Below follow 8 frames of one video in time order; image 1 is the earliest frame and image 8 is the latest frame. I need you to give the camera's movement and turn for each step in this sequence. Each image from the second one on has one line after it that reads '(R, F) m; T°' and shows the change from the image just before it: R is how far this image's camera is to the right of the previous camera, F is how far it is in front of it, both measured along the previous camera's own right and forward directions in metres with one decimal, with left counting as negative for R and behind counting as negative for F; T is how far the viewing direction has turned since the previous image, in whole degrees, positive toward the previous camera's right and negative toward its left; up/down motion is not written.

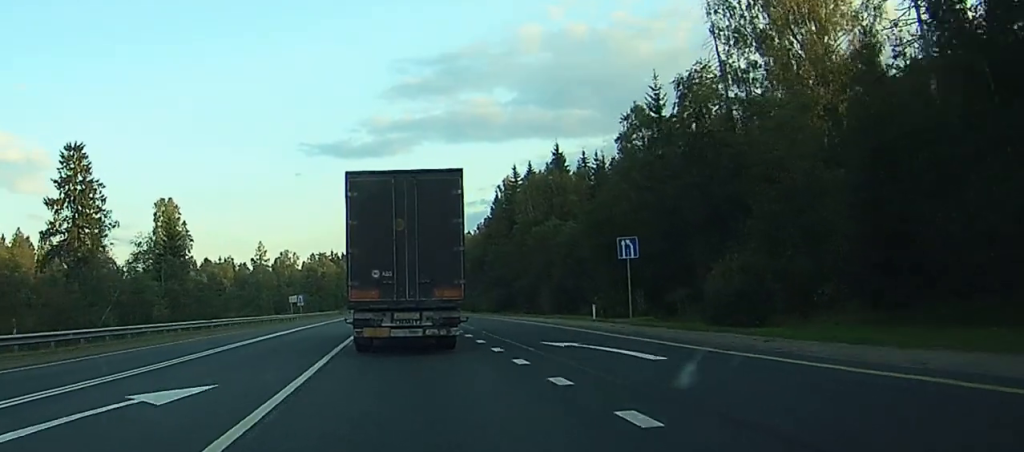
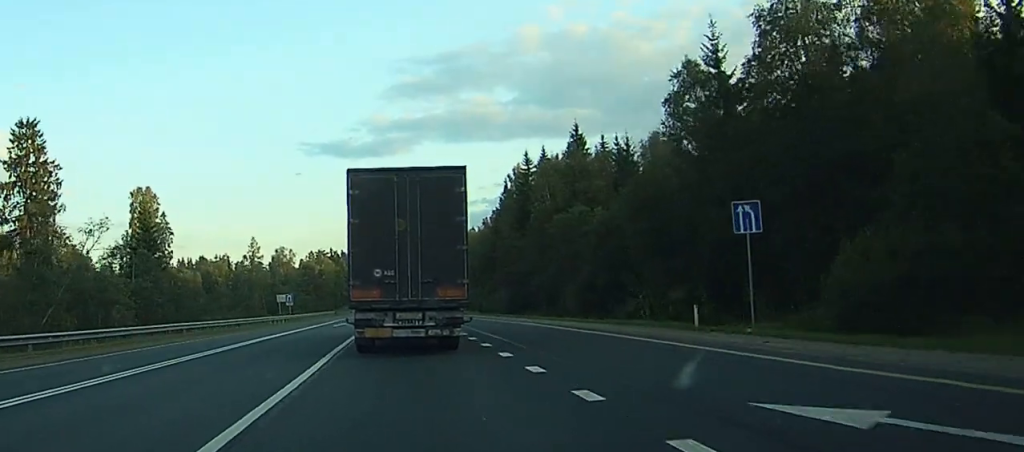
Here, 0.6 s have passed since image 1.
(0.0, +16.5) m; 0°
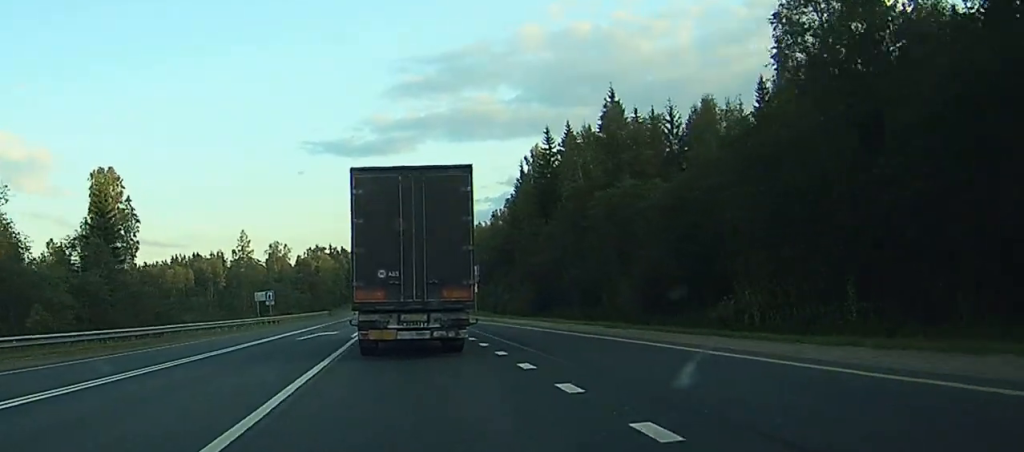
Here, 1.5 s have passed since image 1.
(+0.1, +24.0) m; 0°
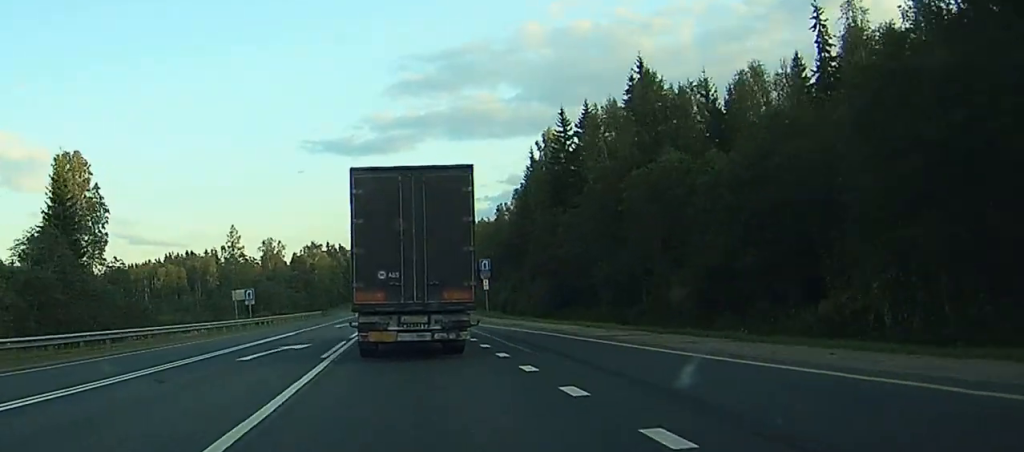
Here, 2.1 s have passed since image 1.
(-0.1, +15.0) m; 0°
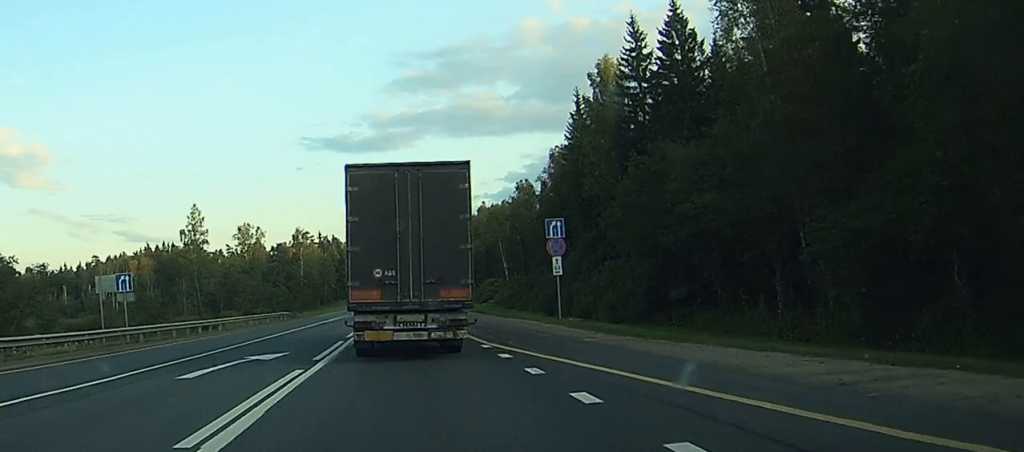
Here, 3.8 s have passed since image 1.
(+0.1, +41.3) m; 0°
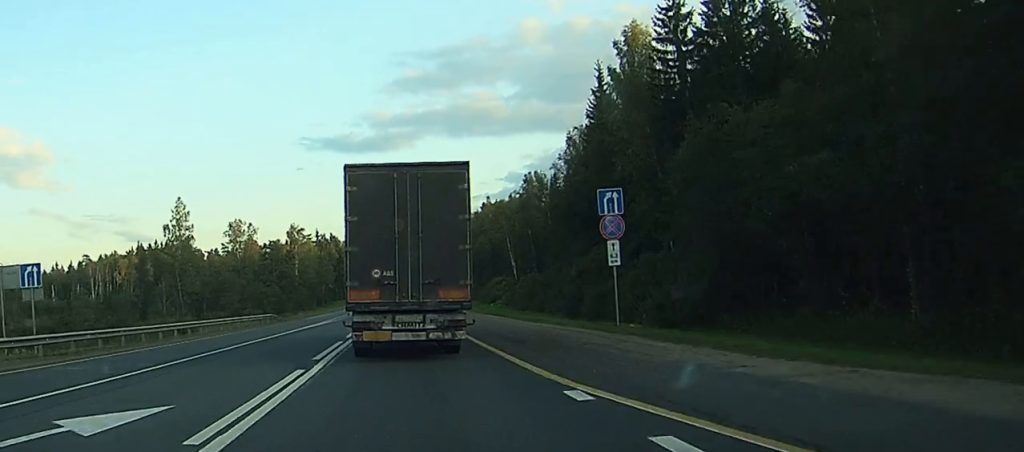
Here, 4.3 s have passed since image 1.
(0.0, +12.1) m; 0°
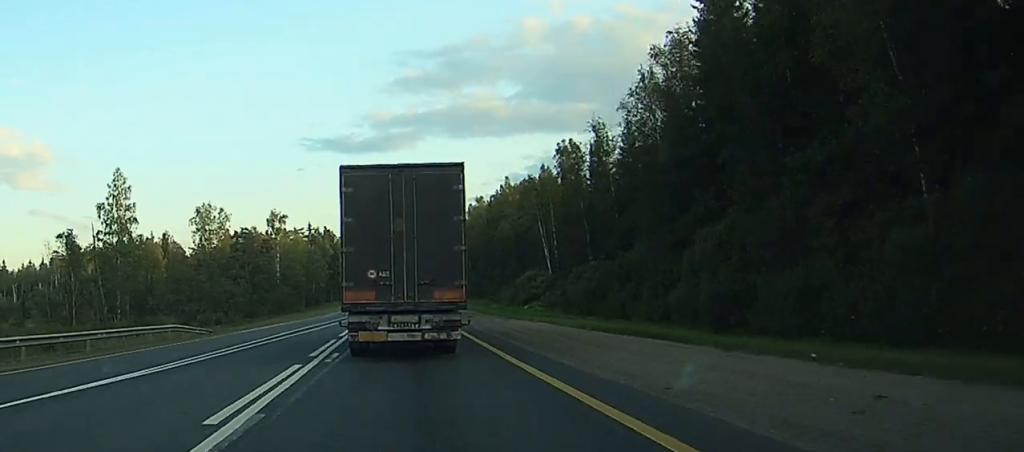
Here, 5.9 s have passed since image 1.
(-0.2, +34.6) m; 0°
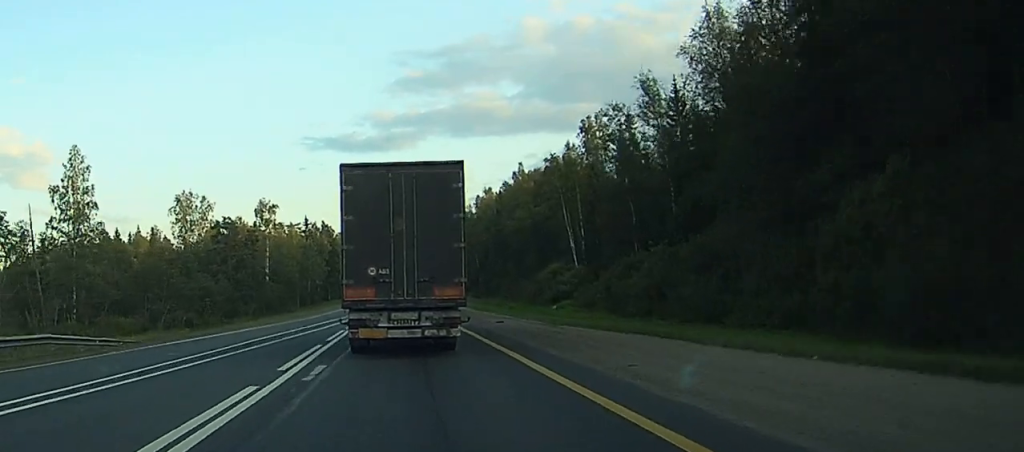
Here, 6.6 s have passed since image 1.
(0.0, +16.9) m; 0°
